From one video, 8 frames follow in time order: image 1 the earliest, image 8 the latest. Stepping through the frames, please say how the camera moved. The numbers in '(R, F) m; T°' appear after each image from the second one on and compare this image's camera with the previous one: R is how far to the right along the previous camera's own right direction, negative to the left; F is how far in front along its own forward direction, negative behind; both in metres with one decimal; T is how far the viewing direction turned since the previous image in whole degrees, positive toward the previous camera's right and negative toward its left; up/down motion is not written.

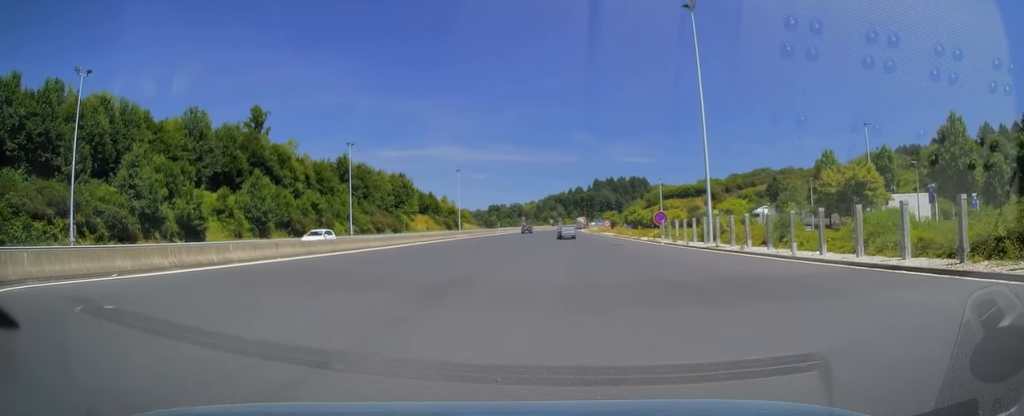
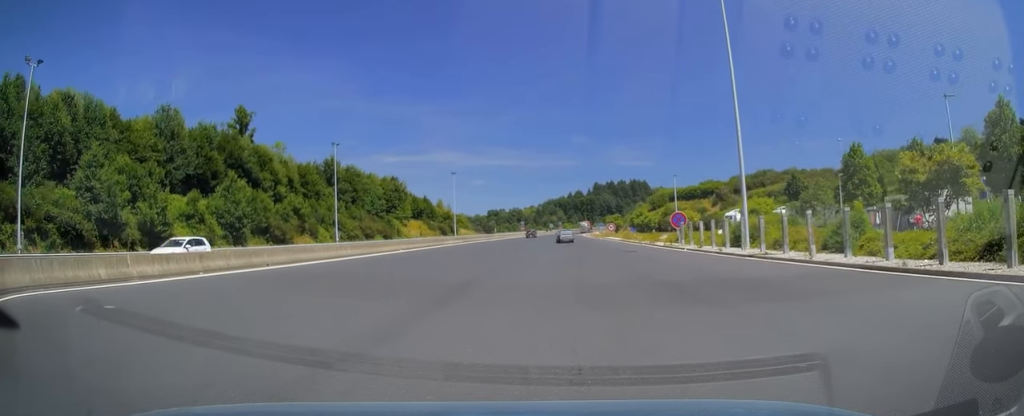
(+0.1, +7.4) m; 0°
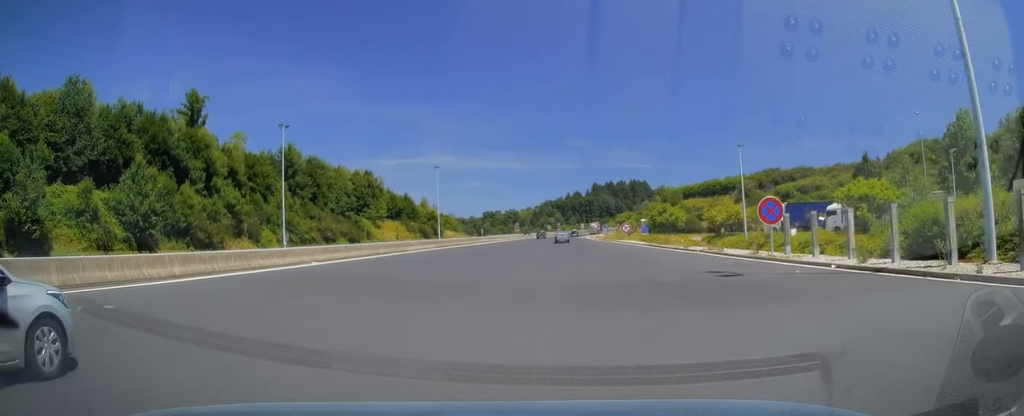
(0.0, +20.0) m; 0°
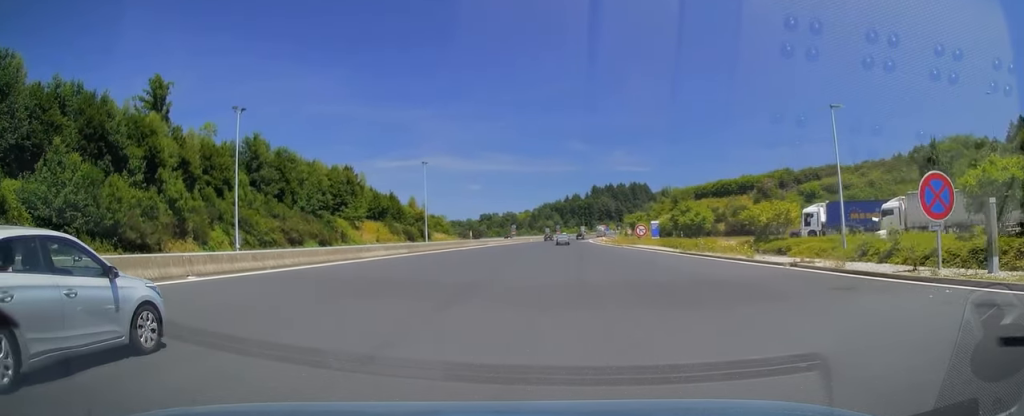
(0.0, +12.6) m; 0°
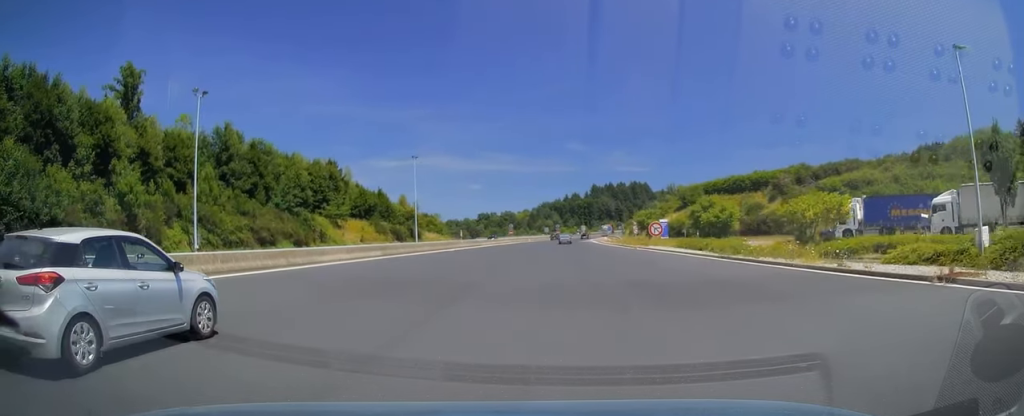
(0.0, +8.5) m; 0°
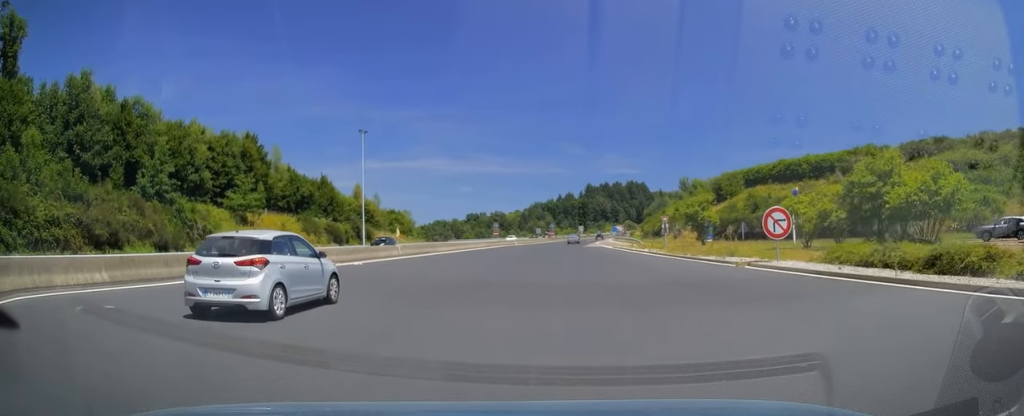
(-0.1, +28.7) m; 0°
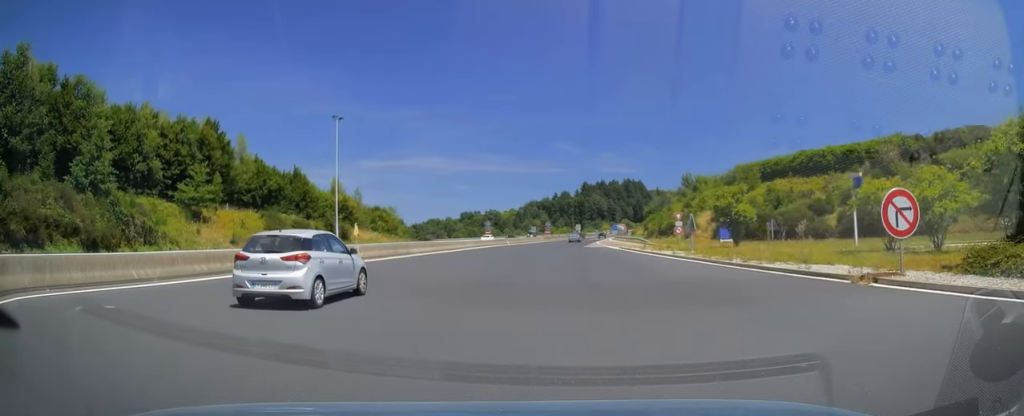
(0.0, +9.1) m; 0°
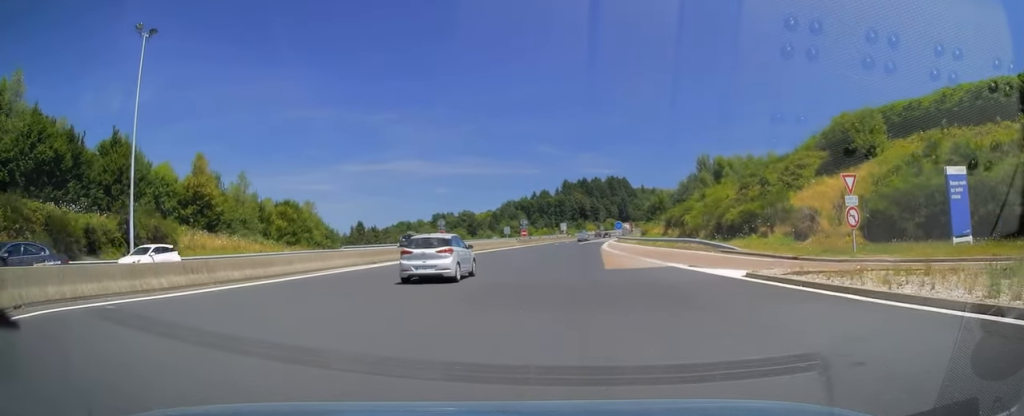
(+0.3, +37.2) m; +1°
